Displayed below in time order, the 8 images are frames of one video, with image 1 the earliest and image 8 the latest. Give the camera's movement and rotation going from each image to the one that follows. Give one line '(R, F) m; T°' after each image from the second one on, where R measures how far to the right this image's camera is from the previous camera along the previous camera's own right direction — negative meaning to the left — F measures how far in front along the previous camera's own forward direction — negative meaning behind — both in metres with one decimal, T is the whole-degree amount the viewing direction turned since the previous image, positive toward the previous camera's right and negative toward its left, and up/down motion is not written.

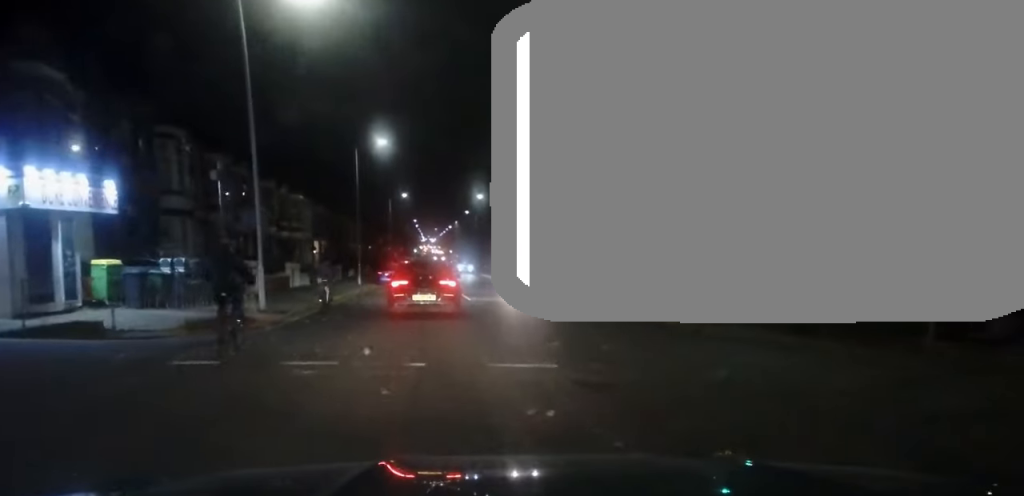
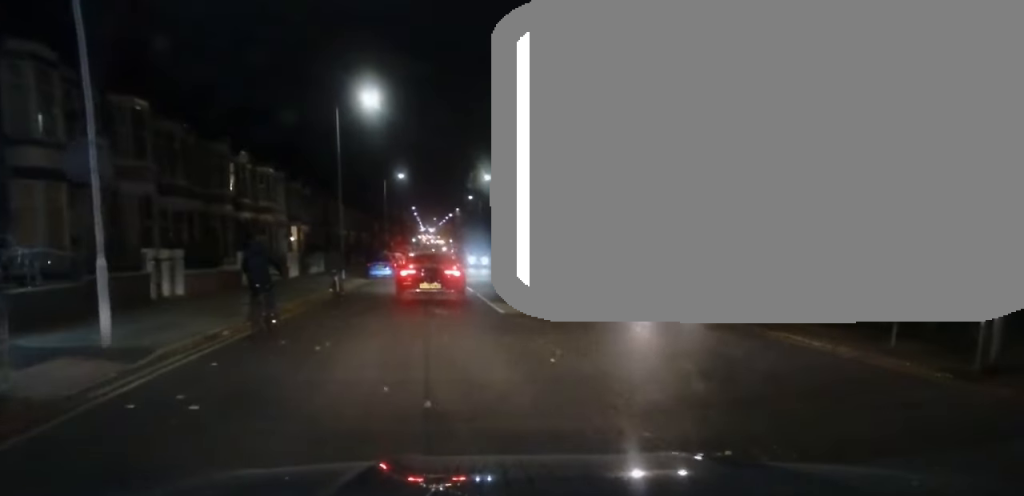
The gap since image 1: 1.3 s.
(+0.2, +12.3) m; -1°
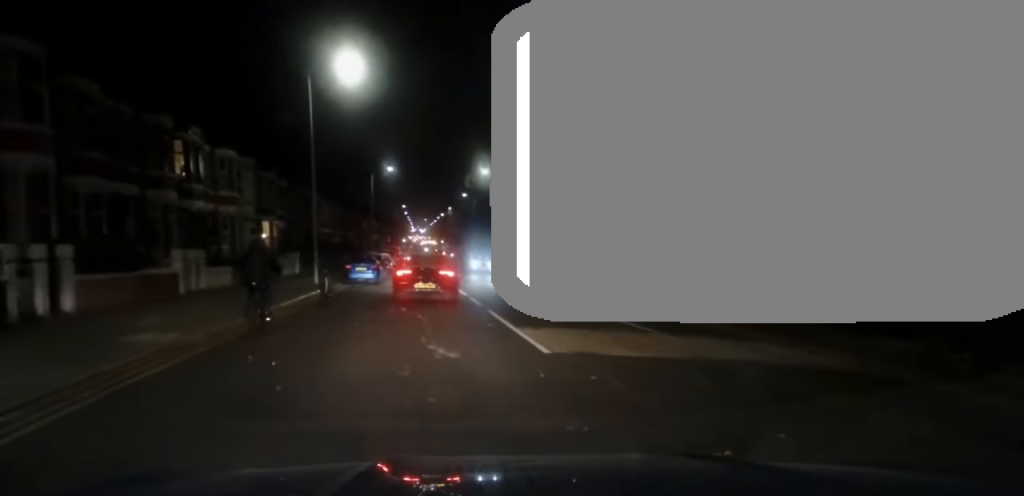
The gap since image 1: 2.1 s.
(-0.2, +7.7) m; -1°
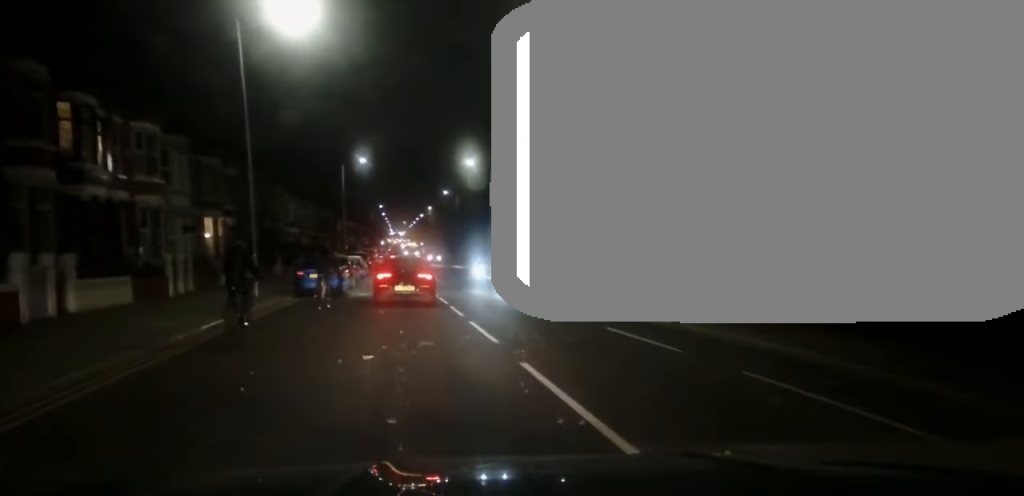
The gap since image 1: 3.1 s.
(0.0, +9.6) m; +1°
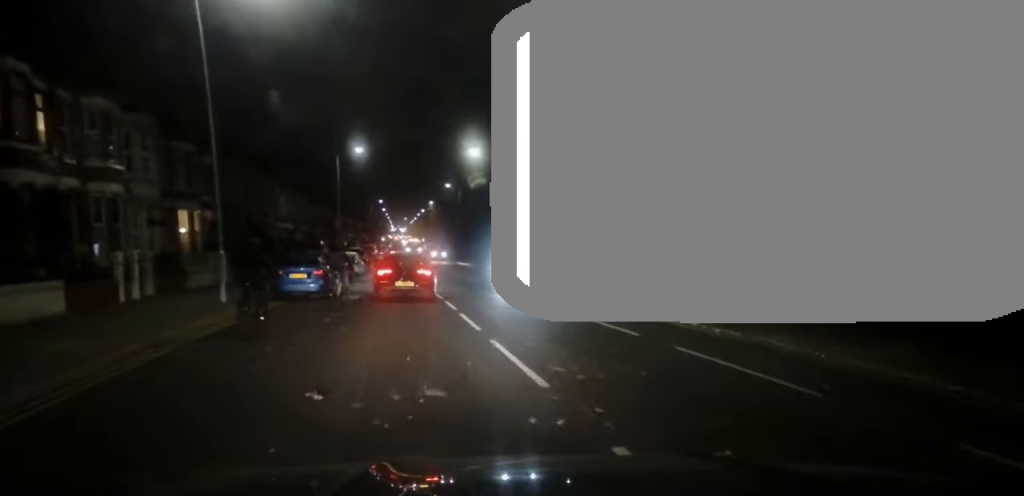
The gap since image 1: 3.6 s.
(+0.2, +5.2) m; +1°
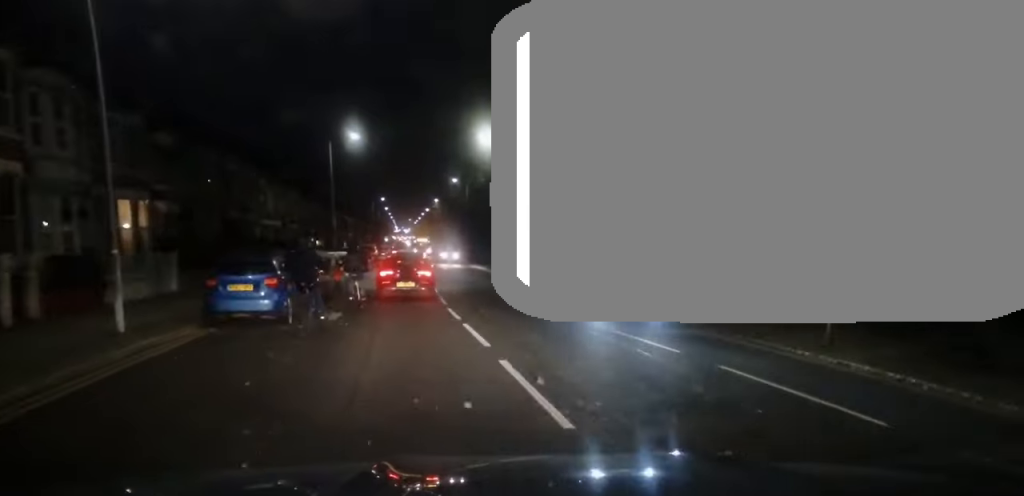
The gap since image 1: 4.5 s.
(-0.2, +8.5) m; -2°
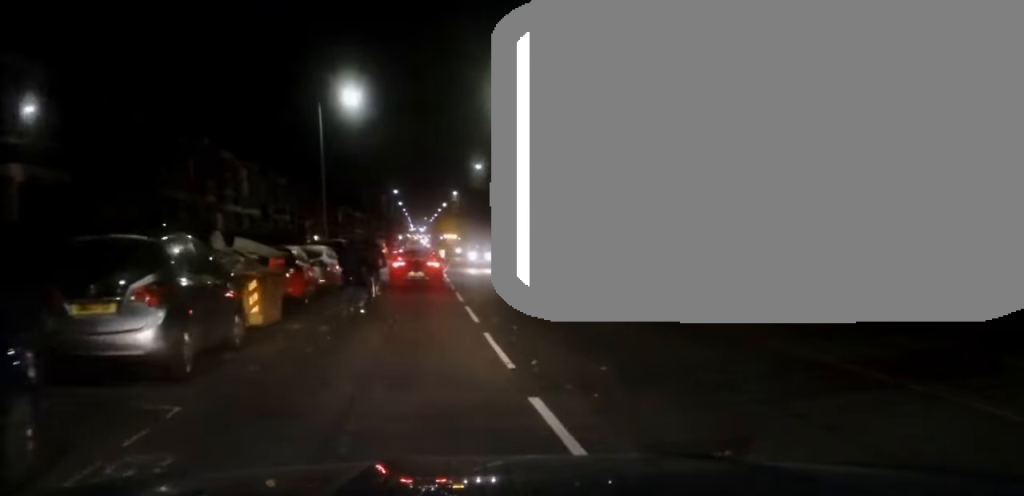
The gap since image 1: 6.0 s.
(0.0, +14.2) m; +1°
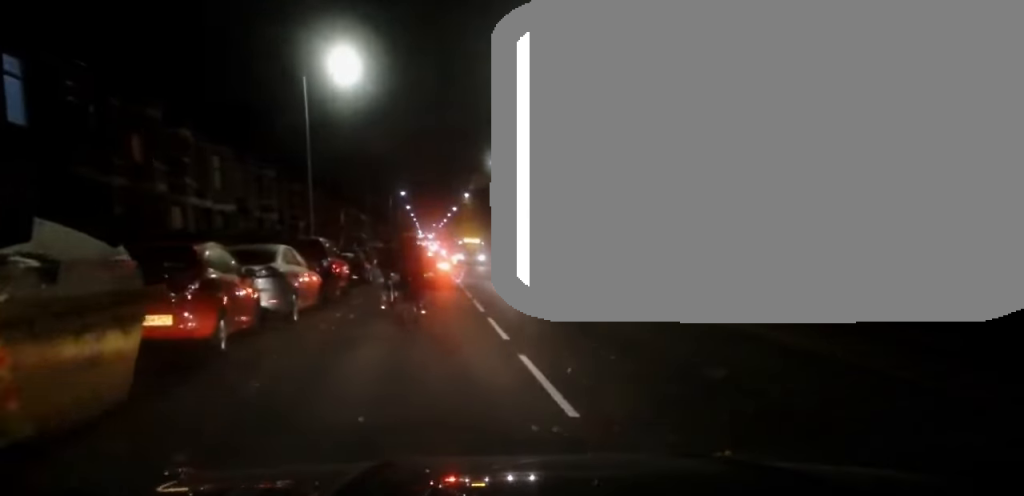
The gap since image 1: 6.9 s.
(+0.1, +9.0) m; +1°
